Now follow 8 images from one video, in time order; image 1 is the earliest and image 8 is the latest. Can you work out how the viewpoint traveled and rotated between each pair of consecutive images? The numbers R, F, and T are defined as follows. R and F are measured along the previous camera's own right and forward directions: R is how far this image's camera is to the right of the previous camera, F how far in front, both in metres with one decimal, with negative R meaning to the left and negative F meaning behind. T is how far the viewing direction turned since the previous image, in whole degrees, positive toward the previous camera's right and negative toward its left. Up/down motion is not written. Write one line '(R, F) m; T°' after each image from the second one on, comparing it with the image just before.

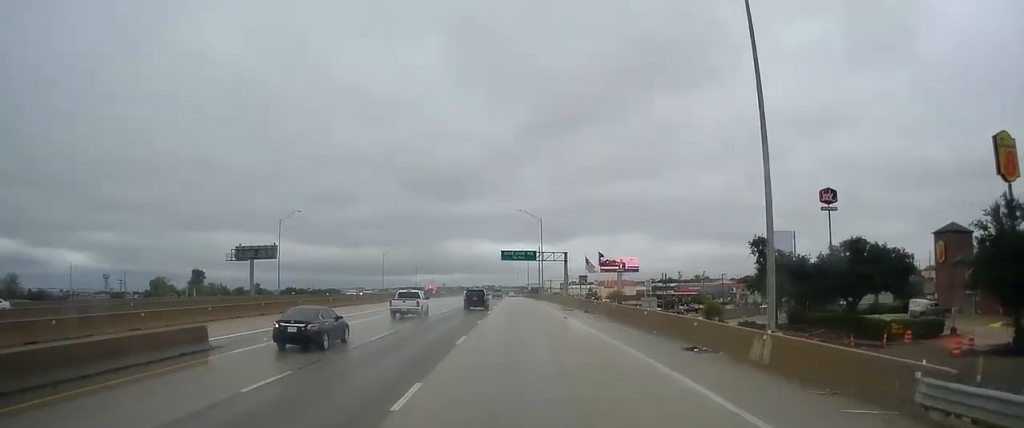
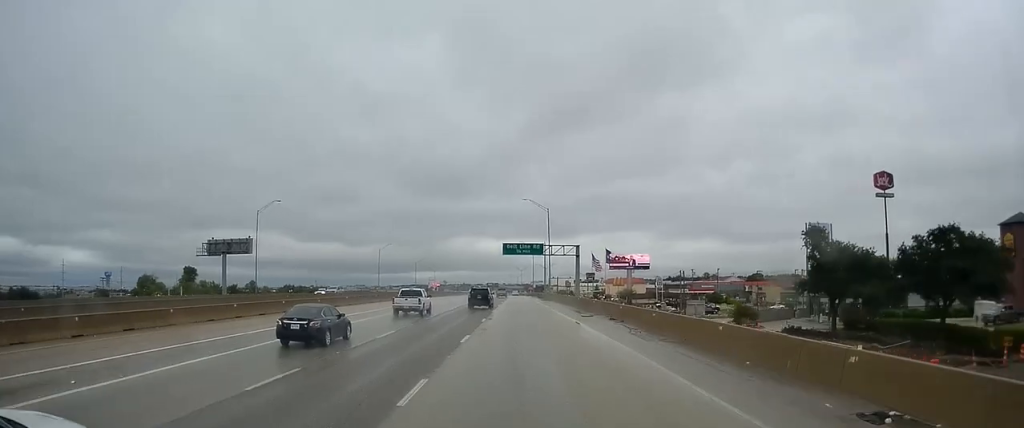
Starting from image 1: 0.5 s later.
(-0.1, +12.1) m; 0°
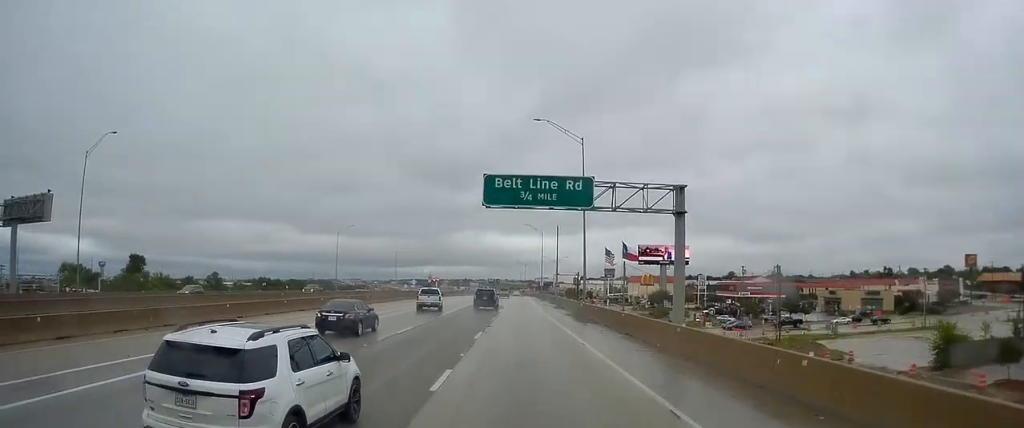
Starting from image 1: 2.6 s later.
(-0.2, +47.5) m; -1°
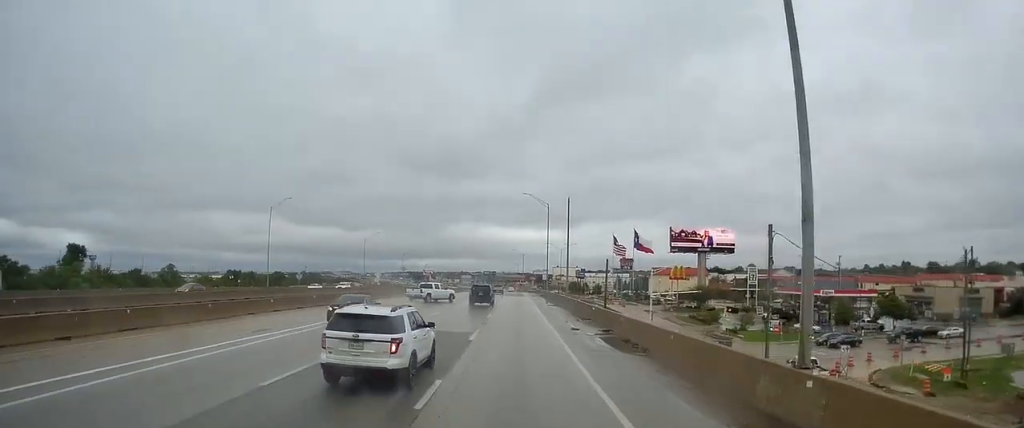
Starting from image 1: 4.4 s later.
(-0.8, +39.3) m; -1°
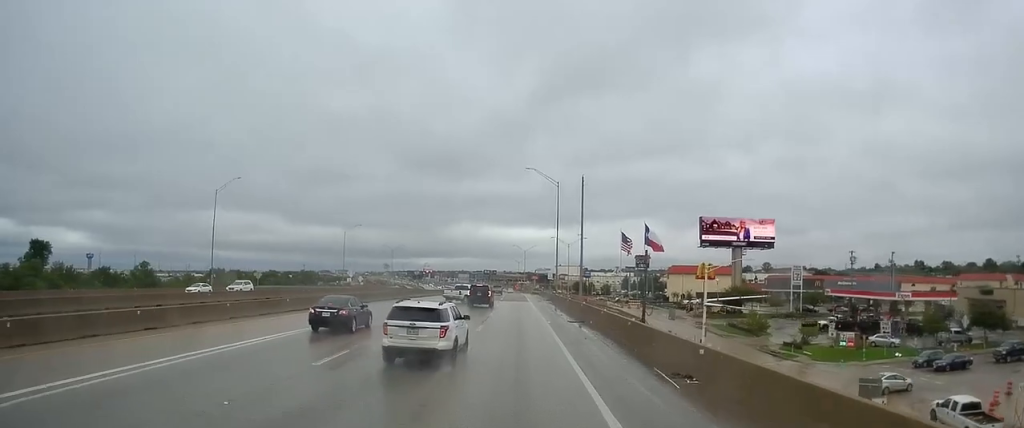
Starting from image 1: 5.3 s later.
(+0.5, +21.3) m; +3°
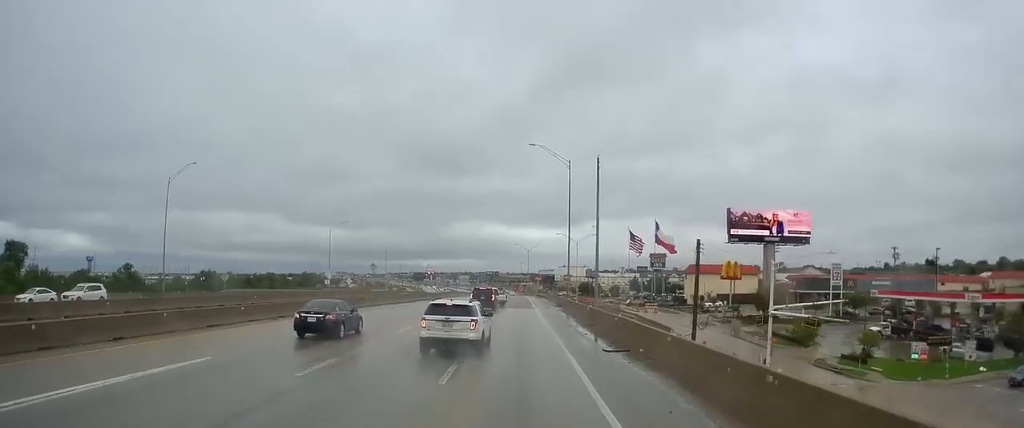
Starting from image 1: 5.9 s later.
(+0.5, +14.2) m; 0°
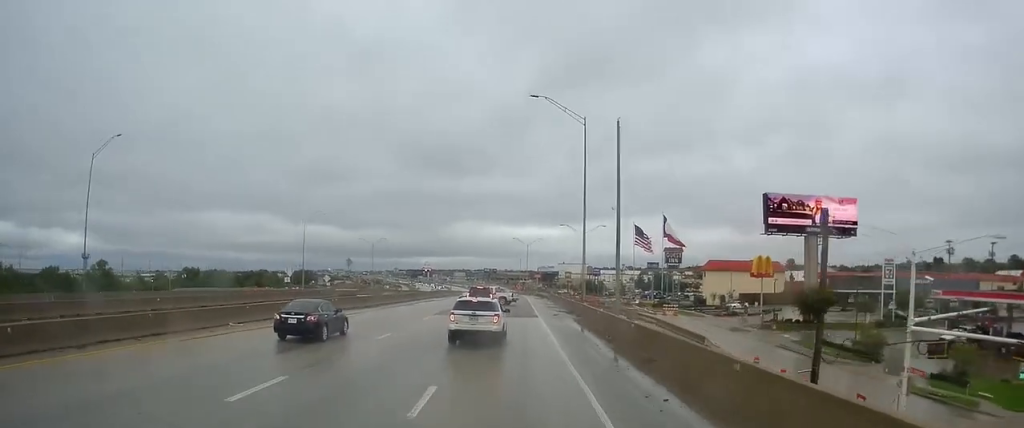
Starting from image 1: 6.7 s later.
(0.0, +17.2) m; -2°
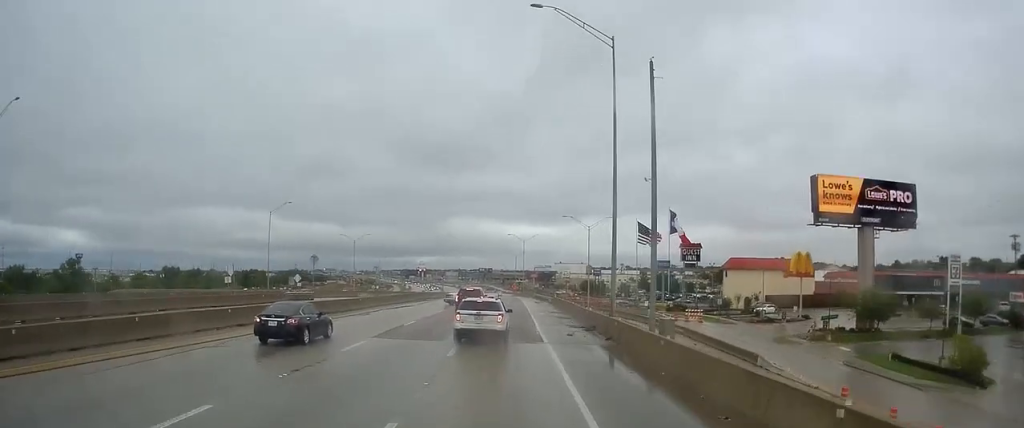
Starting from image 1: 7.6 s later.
(-0.8, +17.9) m; -2°
